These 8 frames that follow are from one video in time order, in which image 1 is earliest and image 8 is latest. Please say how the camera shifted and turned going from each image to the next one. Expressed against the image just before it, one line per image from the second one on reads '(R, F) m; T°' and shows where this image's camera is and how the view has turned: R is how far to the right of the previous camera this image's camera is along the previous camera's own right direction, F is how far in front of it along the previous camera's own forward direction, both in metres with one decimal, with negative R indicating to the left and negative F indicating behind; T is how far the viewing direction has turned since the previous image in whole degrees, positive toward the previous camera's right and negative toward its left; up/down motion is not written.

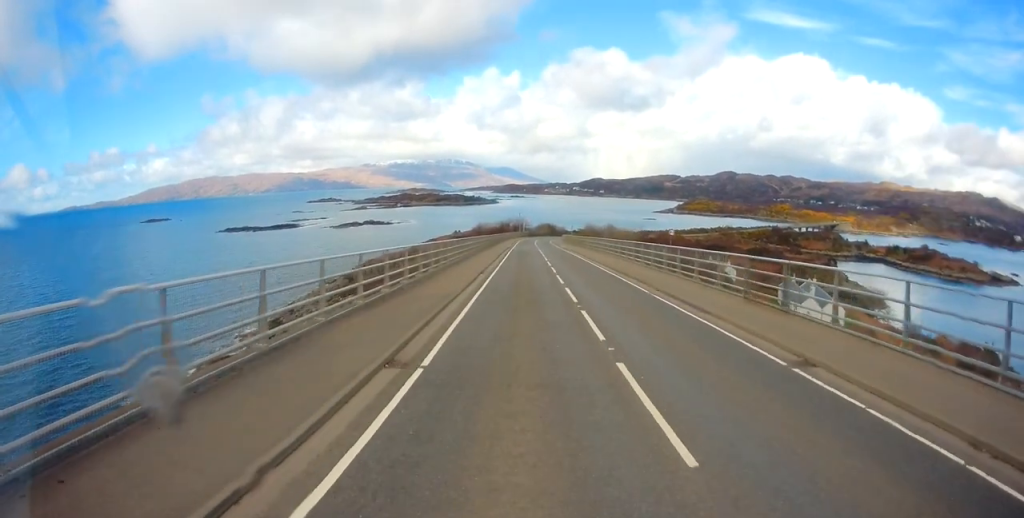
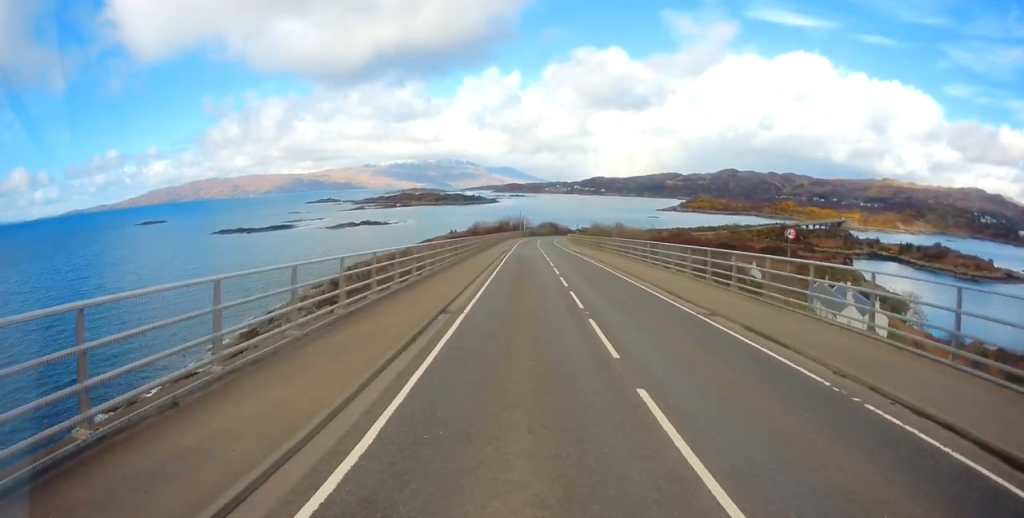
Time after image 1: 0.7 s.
(-0.1, +13.6) m; 0°
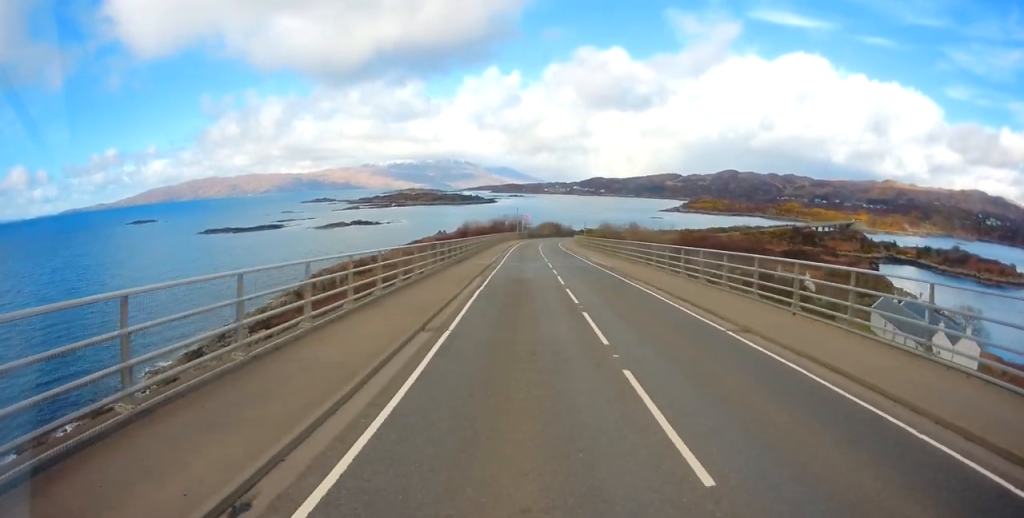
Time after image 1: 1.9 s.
(+0.1, +22.2) m; +1°
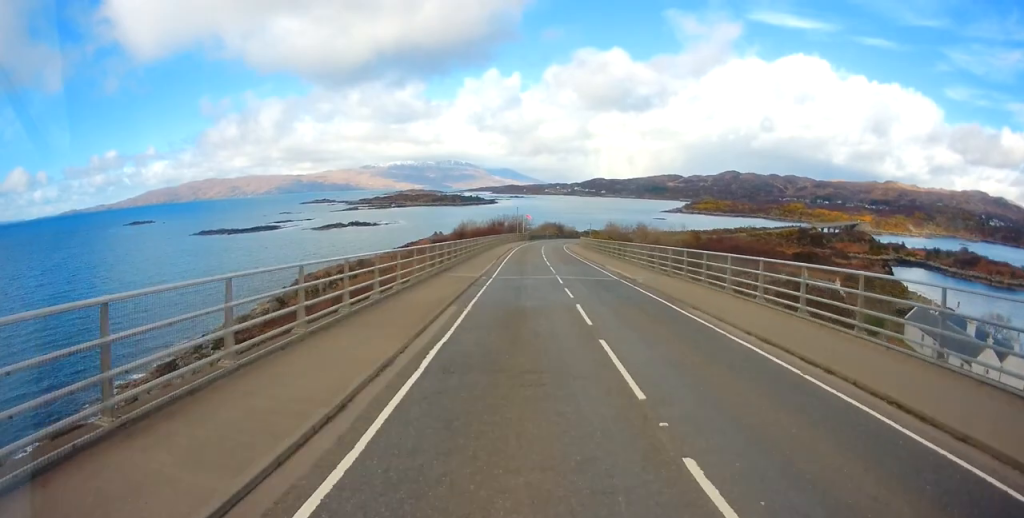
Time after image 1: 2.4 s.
(0.0, +9.3) m; 0°
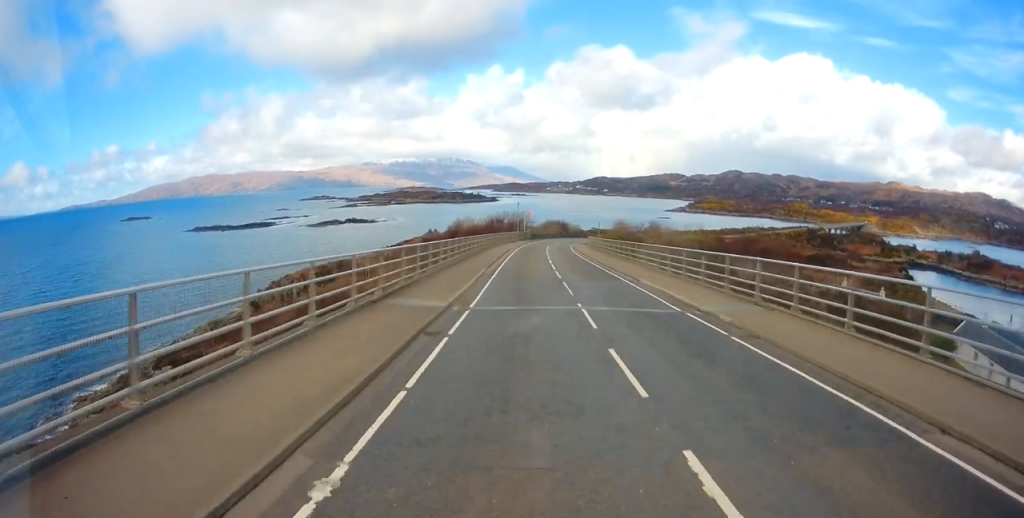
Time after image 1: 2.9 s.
(0.0, +11.0) m; 0°
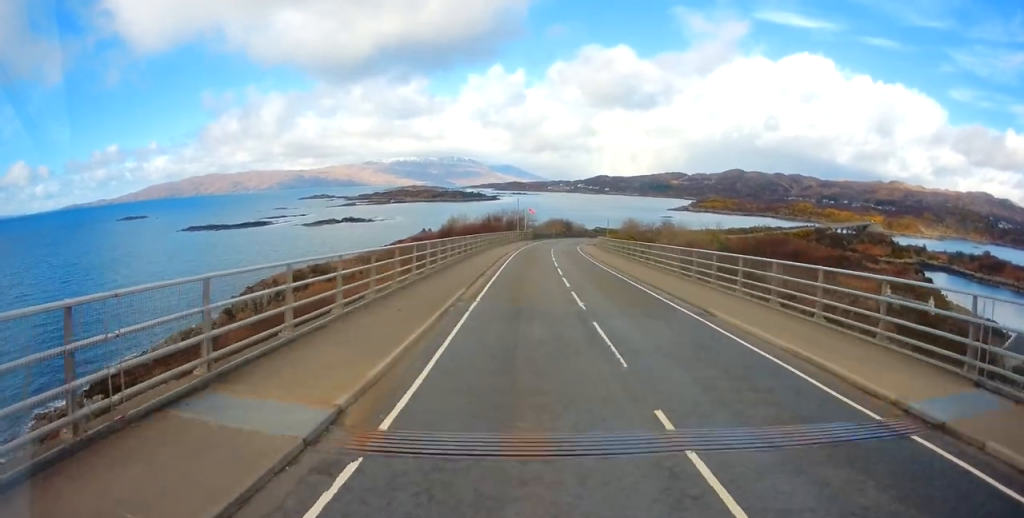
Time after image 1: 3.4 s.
(0.0, +9.5) m; 0°
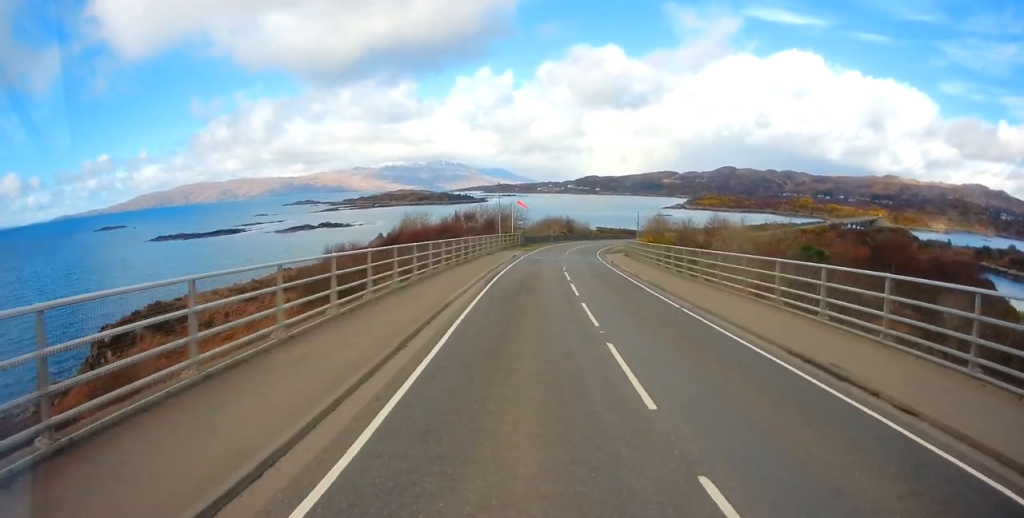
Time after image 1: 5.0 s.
(0.0, +32.2) m; +1°
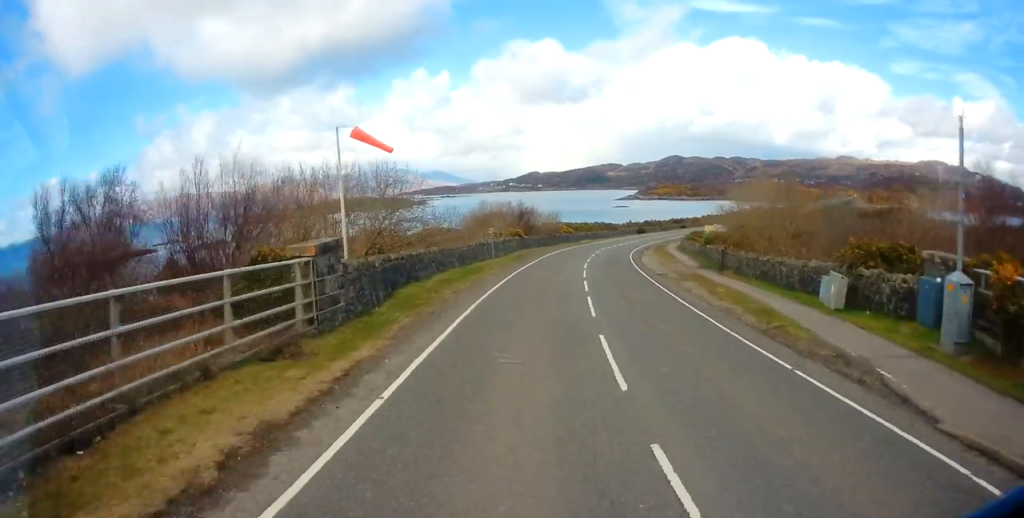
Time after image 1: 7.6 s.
(+1.2, +52.9) m; +4°
